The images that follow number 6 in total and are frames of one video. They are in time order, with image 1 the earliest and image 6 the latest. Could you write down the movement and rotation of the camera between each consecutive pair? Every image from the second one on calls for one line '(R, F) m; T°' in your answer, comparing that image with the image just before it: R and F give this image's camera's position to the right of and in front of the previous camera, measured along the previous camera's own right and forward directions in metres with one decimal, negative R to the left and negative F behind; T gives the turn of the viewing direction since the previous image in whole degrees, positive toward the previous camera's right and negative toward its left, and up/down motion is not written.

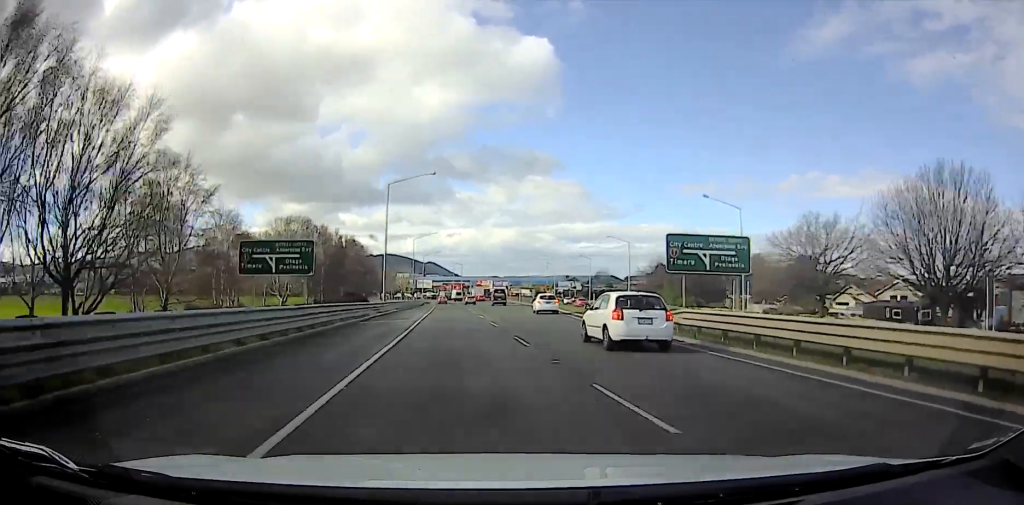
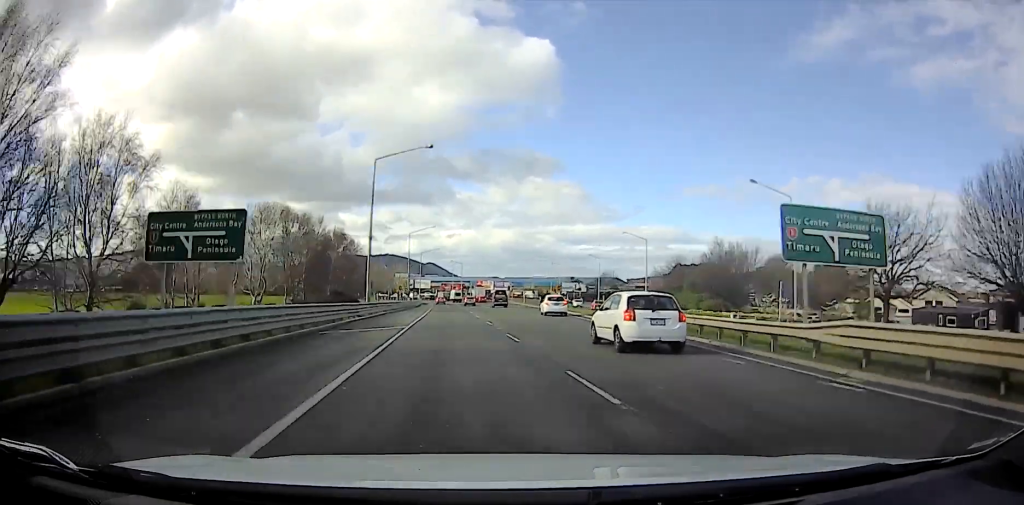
(-0.1, +8.6) m; 0°
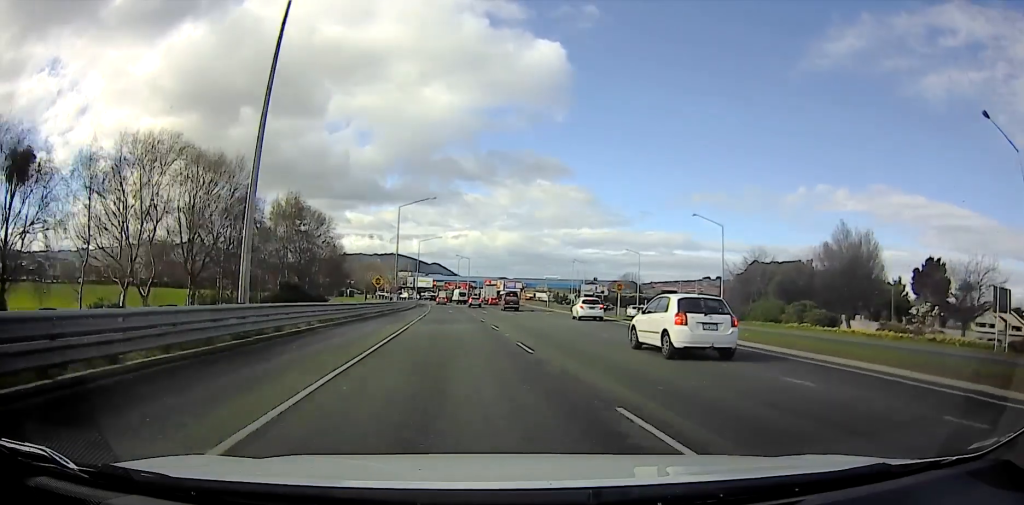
(-0.2, +27.1) m; 0°
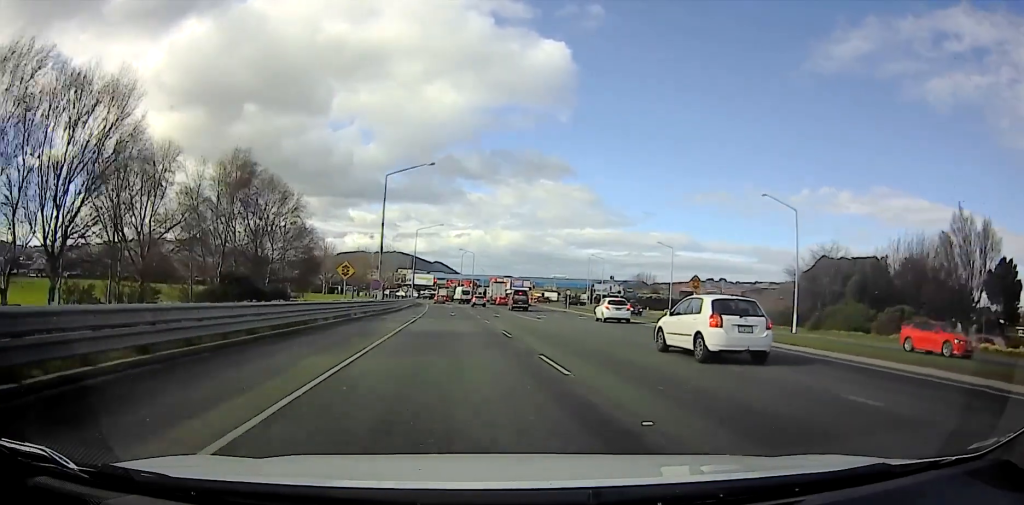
(0.0, +16.8) m; 0°
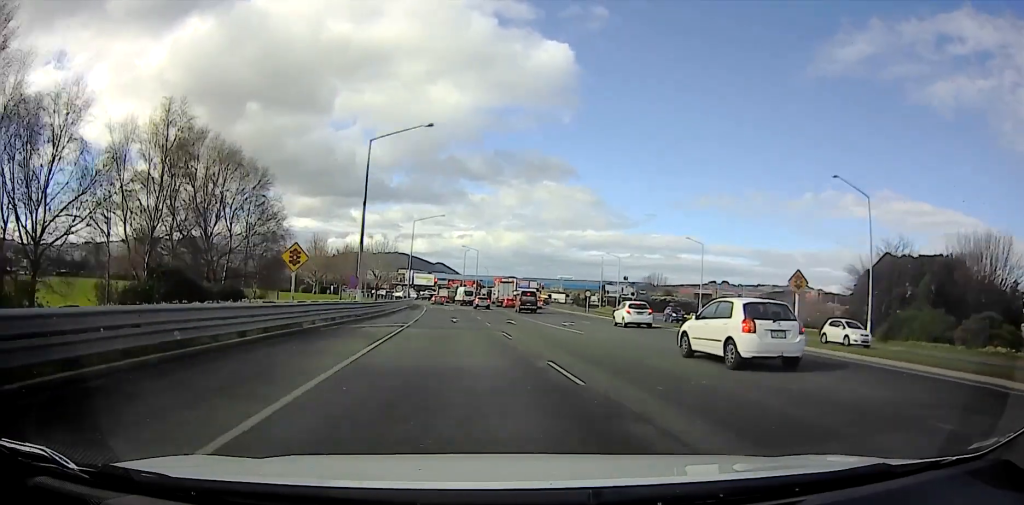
(0.0, +12.5) m; 0°
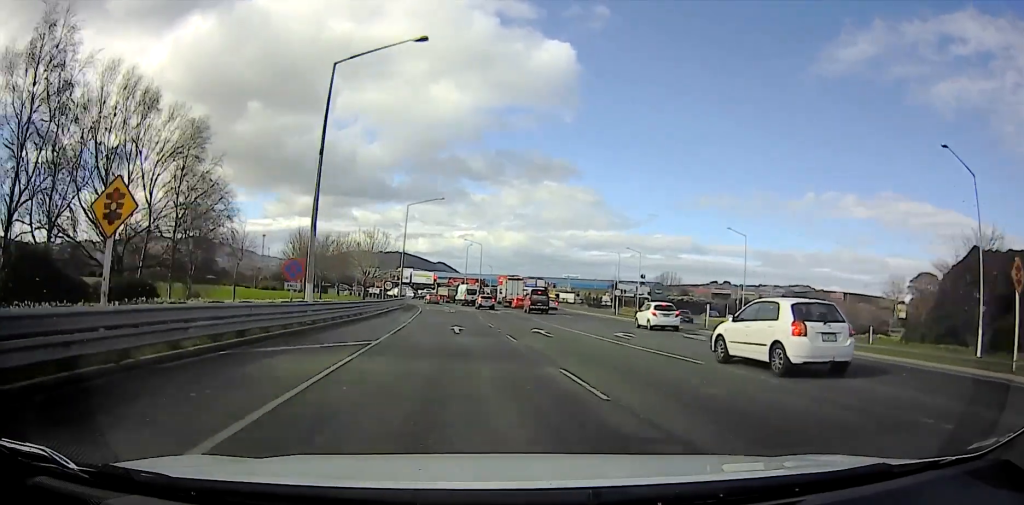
(+0.2, +15.2) m; +1°
